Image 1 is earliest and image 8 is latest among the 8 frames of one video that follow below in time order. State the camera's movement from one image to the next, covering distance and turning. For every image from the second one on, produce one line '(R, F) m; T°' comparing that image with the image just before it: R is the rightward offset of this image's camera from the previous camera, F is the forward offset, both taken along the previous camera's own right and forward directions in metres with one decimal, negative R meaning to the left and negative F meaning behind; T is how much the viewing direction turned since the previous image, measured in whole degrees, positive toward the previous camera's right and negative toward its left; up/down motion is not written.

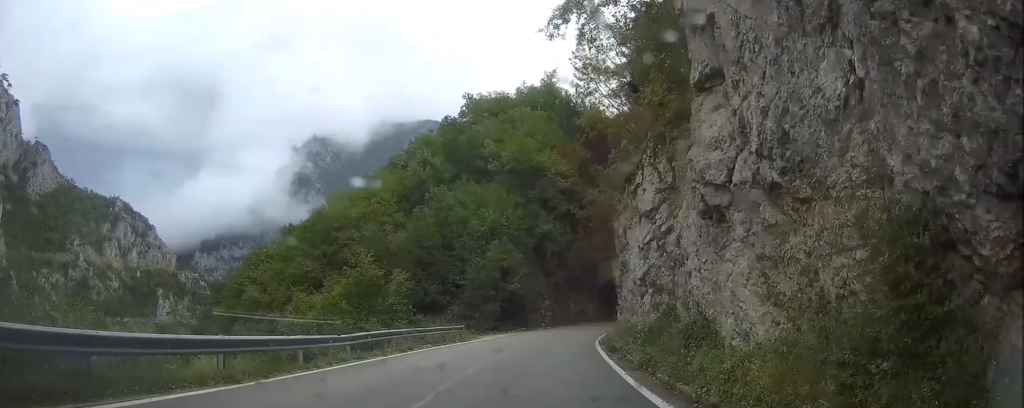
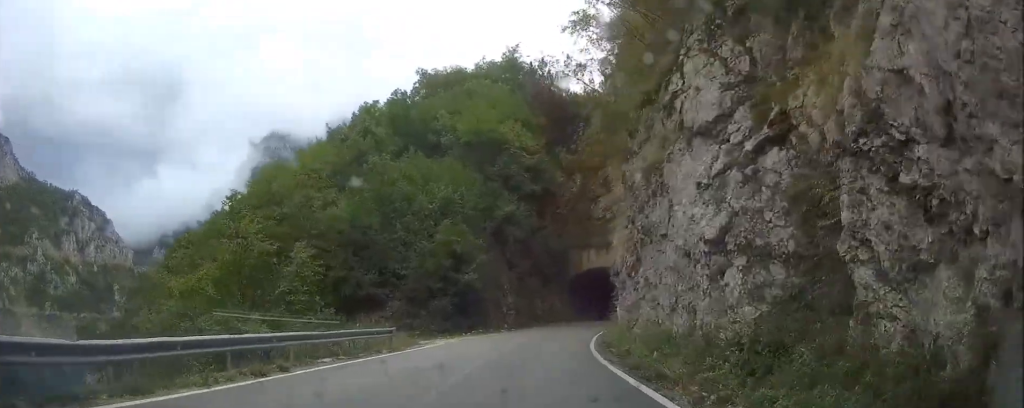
(+0.4, +9.6) m; +4°
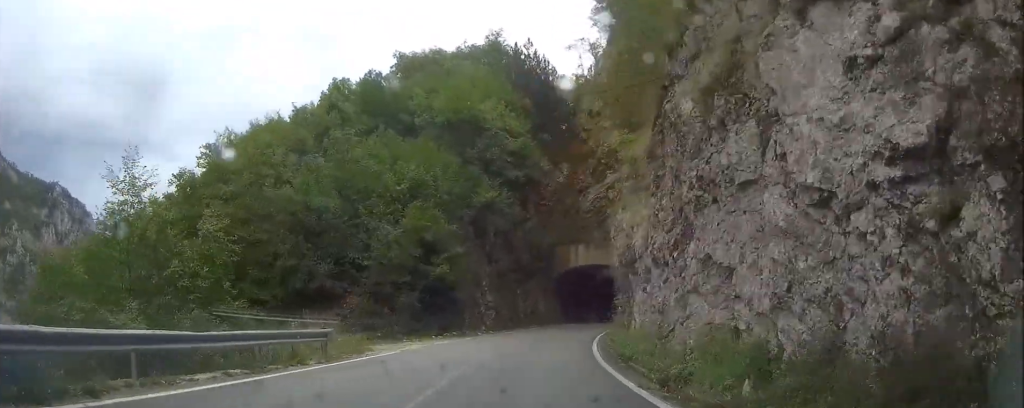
(+0.1, +5.6) m; +2°
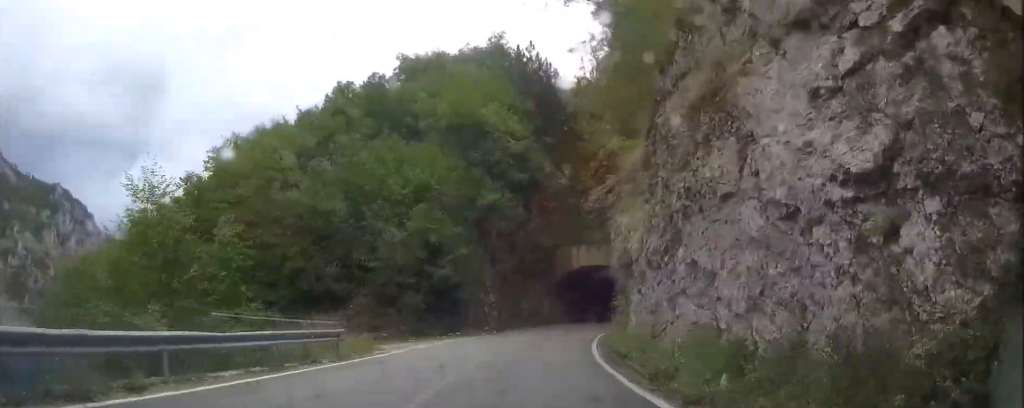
(+0.4, +12.4) m; +5°
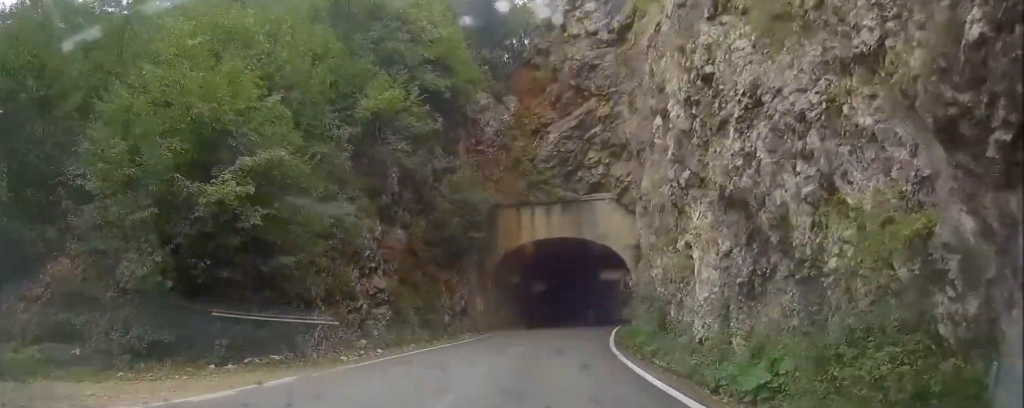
(+1.7, +21.0) m; +7°
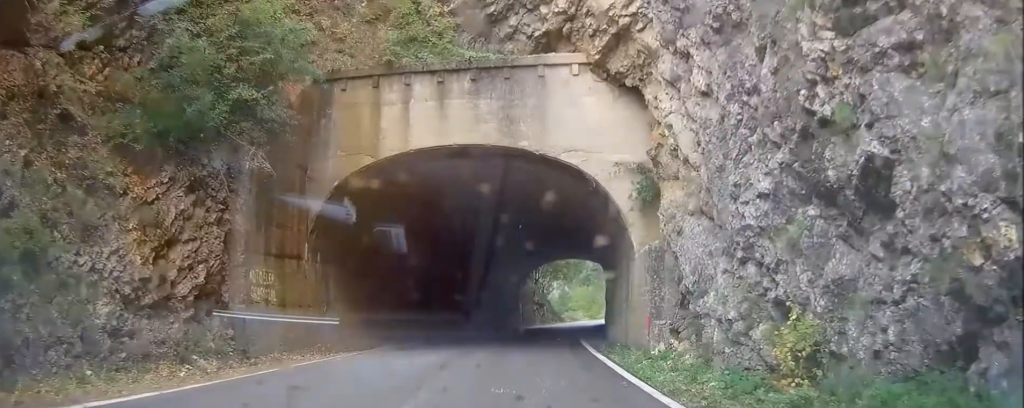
(0.0, +21.5) m; +1°
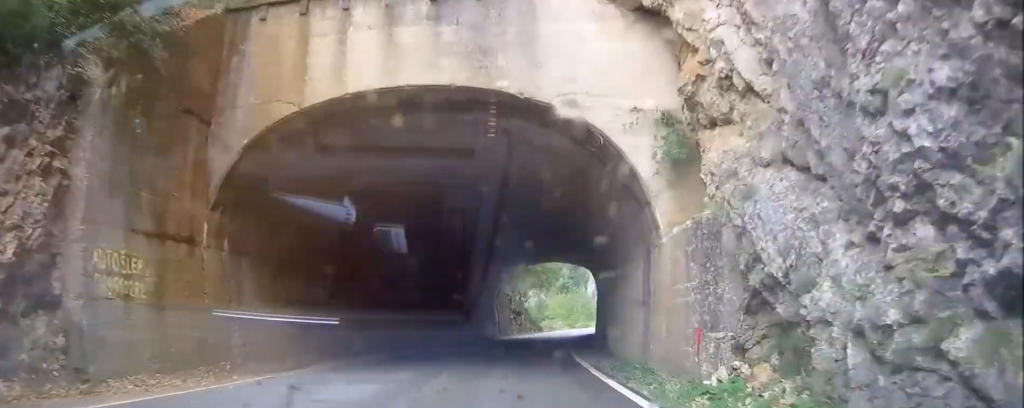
(0.0, +5.2) m; 0°
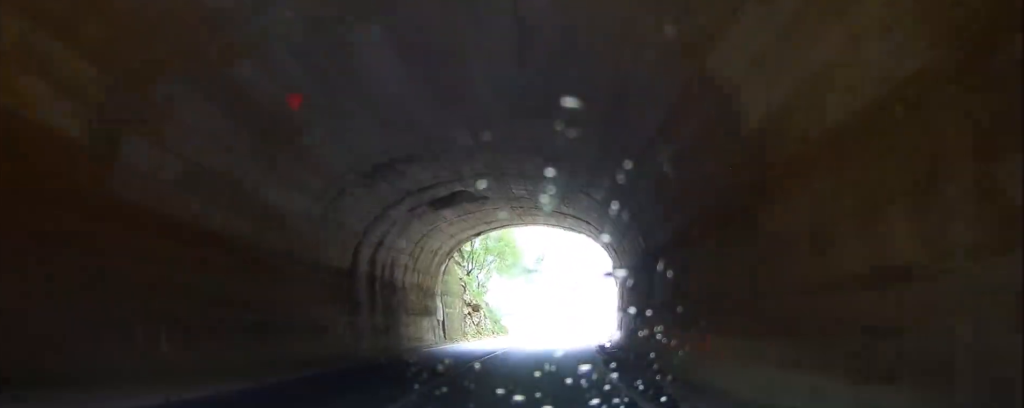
(+0.3, +19.1) m; +1°
